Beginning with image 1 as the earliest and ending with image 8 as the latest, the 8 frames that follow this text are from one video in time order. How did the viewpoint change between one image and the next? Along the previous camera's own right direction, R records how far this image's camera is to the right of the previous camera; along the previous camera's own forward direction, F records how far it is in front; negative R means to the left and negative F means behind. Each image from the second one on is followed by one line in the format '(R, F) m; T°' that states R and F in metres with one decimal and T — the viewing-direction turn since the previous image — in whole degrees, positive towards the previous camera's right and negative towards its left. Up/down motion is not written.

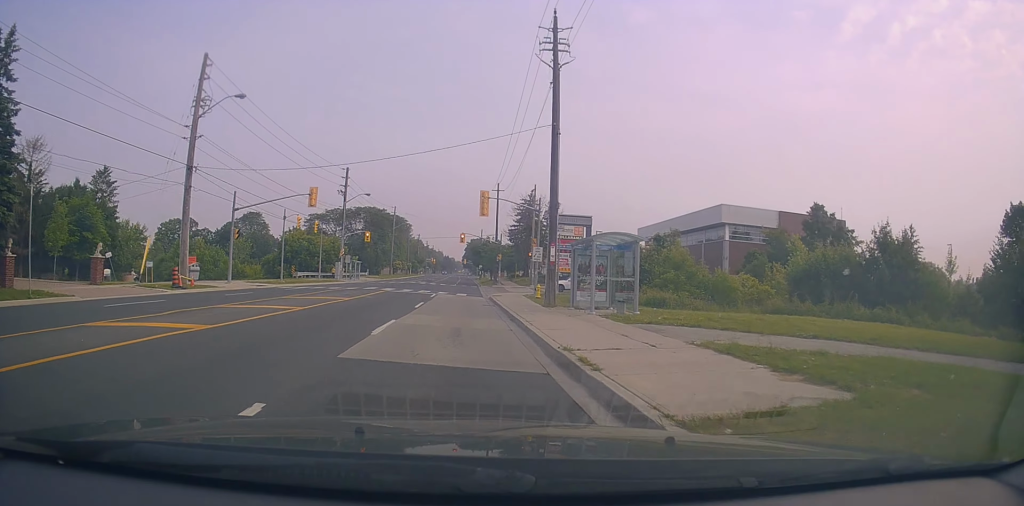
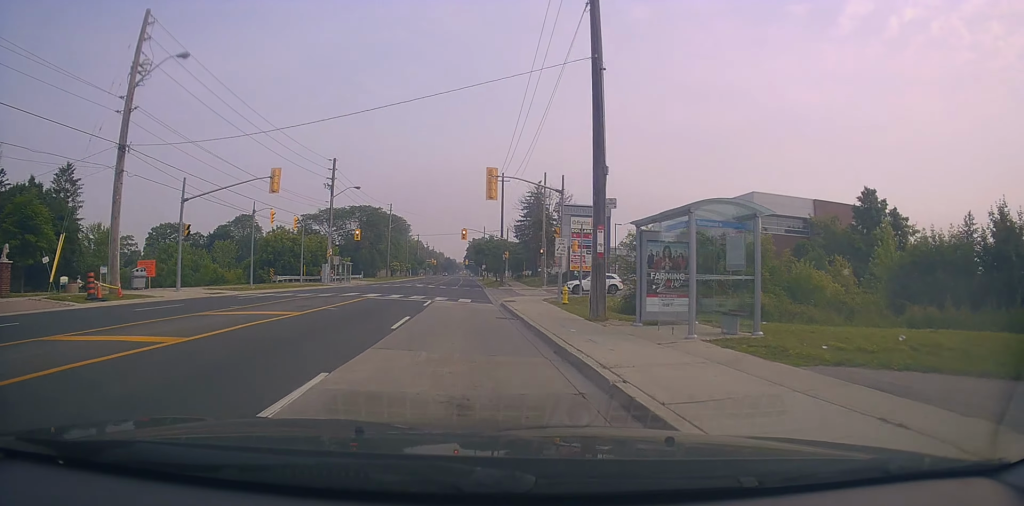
(+0.2, +8.2) m; -1°
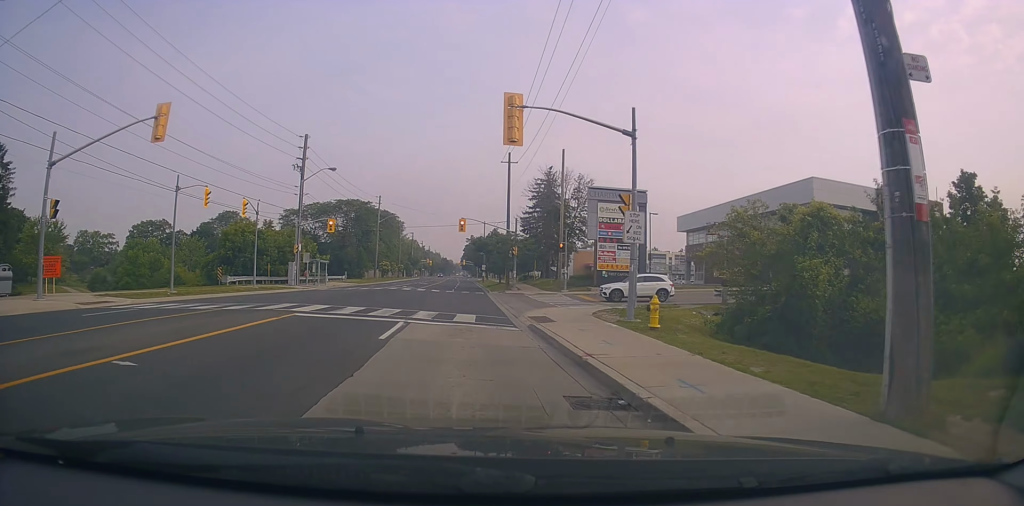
(-0.3, +12.7) m; -1°
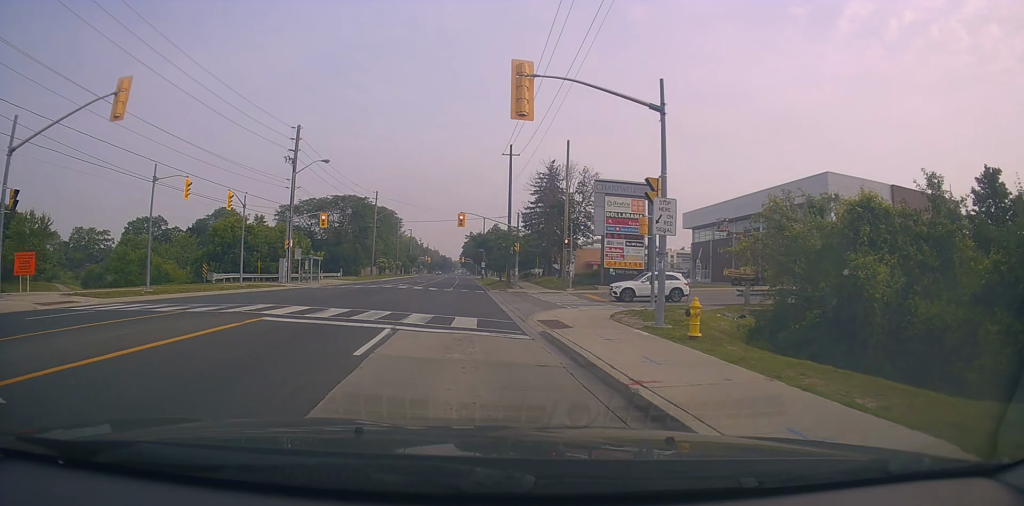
(+0.1, +3.0) m; 0°
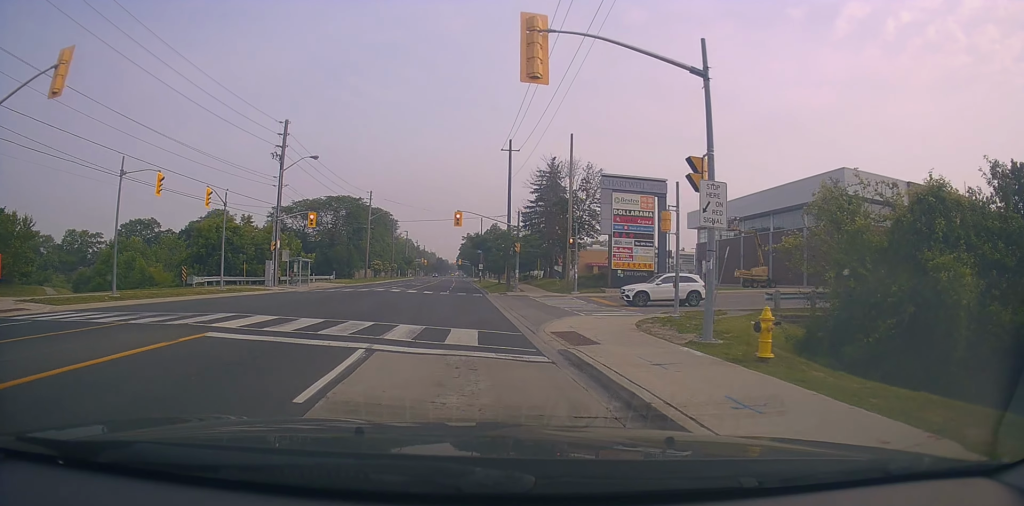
(0.0, +3.3) m; +1°
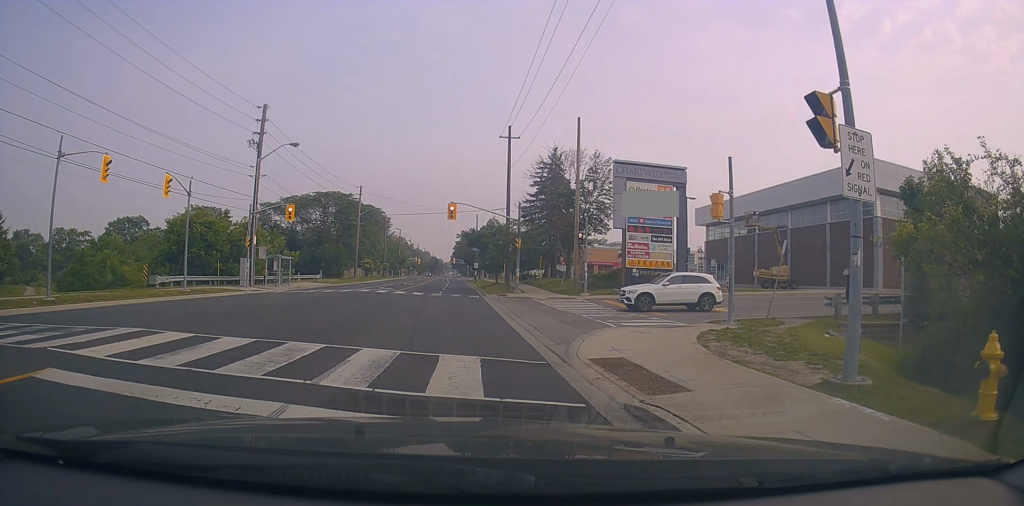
(+0.2, +6.4) m; +2°
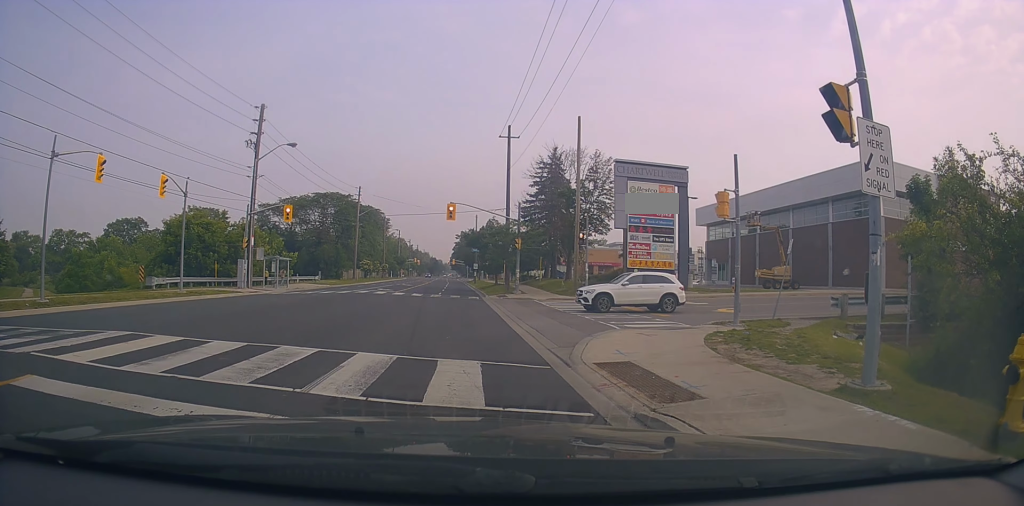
(-0.2, +0.6) m; 0°
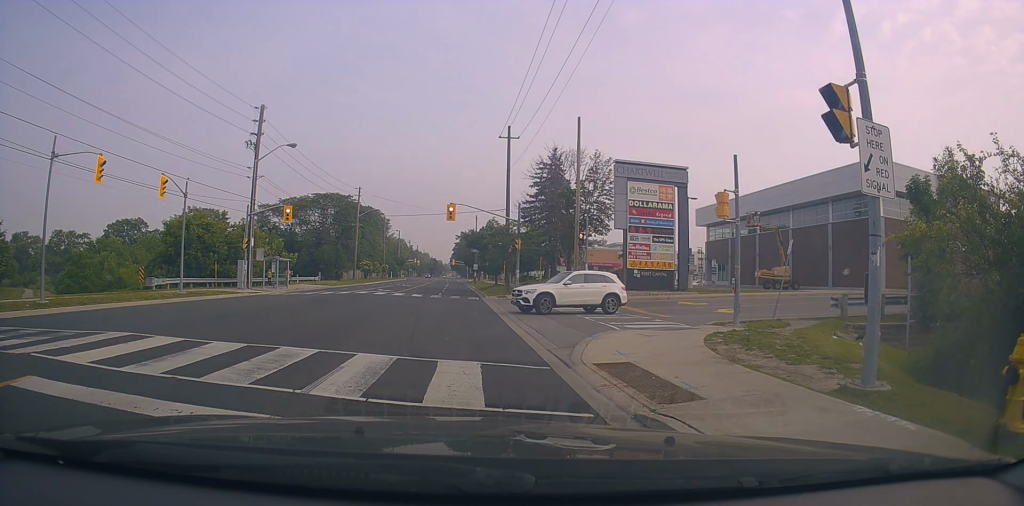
(0.0, 0.0) m; 0°
